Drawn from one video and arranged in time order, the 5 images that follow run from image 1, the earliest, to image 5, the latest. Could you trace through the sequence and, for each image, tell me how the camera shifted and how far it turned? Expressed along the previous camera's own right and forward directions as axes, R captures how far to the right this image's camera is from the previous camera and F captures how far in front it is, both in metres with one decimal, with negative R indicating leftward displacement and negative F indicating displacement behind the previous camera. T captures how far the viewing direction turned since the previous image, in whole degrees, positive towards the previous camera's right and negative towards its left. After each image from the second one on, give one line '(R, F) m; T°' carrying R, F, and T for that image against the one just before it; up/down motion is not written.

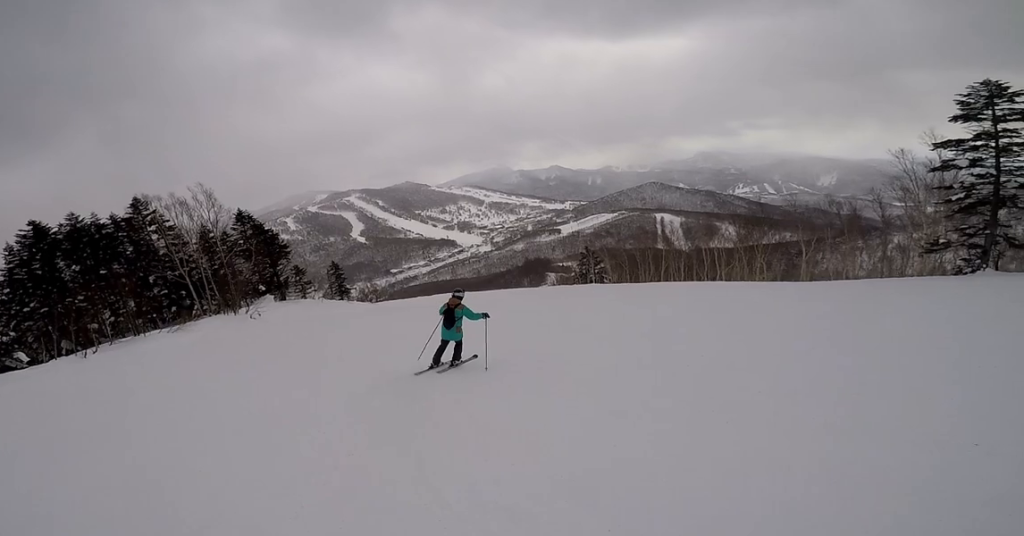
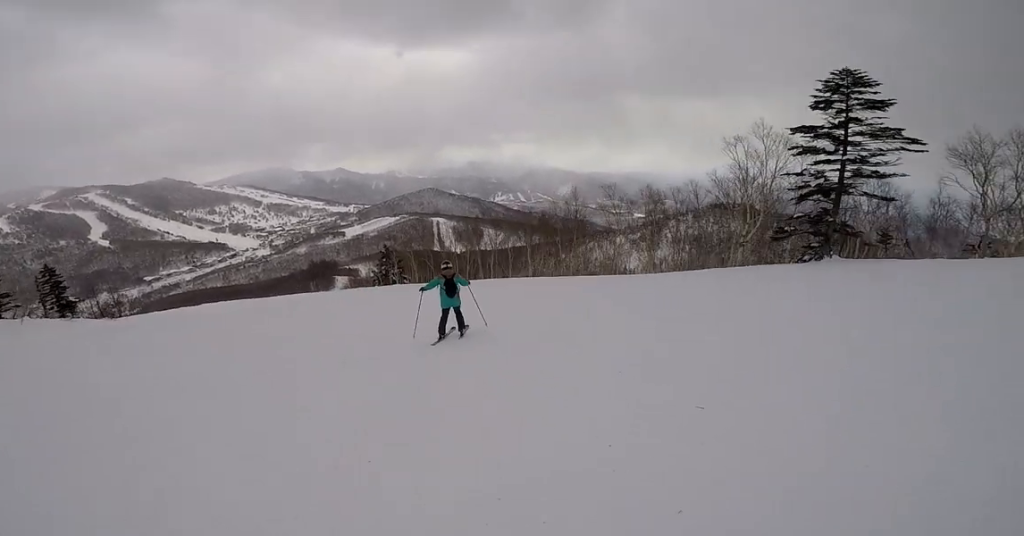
(+1.9, +7.6) m; +25°
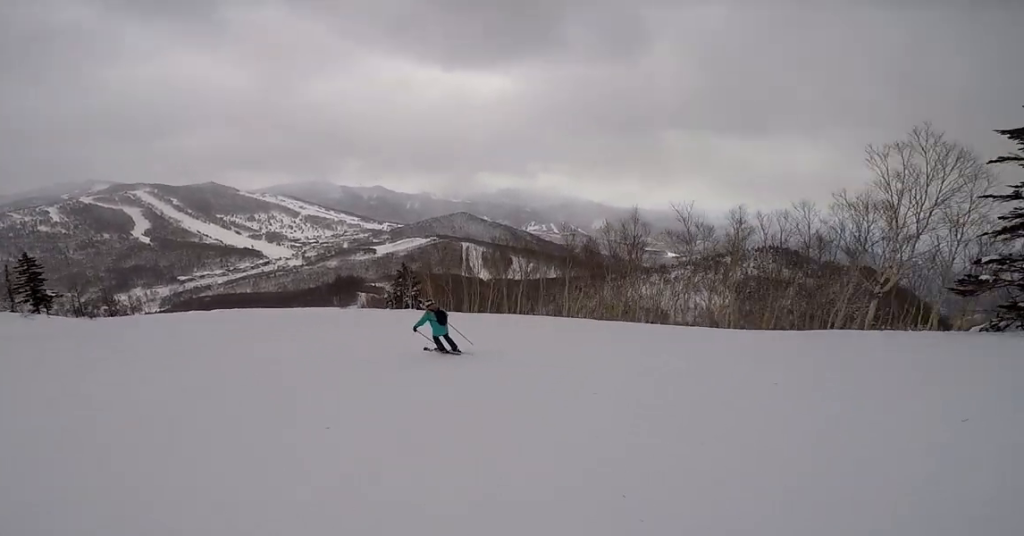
(+0.9, +6.8) m; -4°
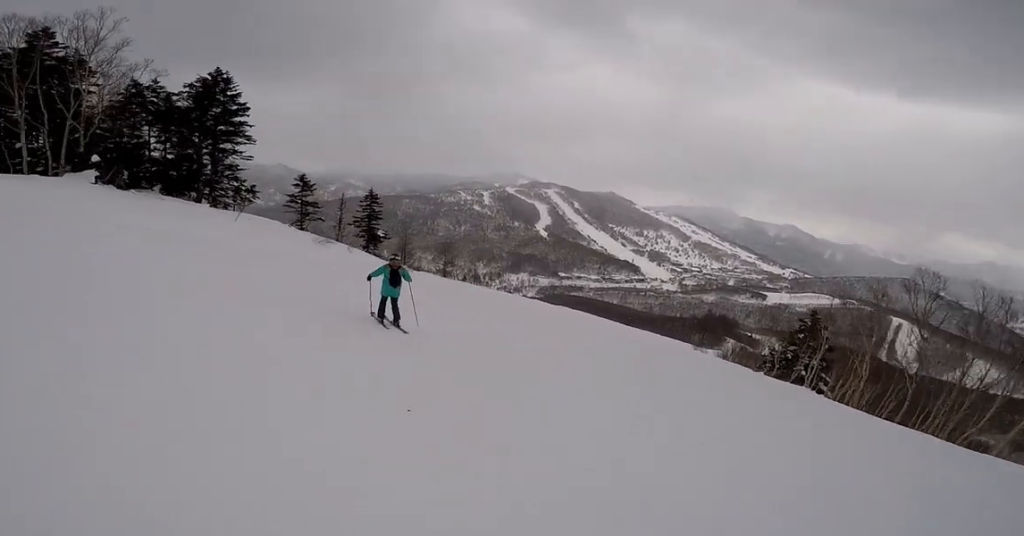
(-5.6, +11.8) m; -54°
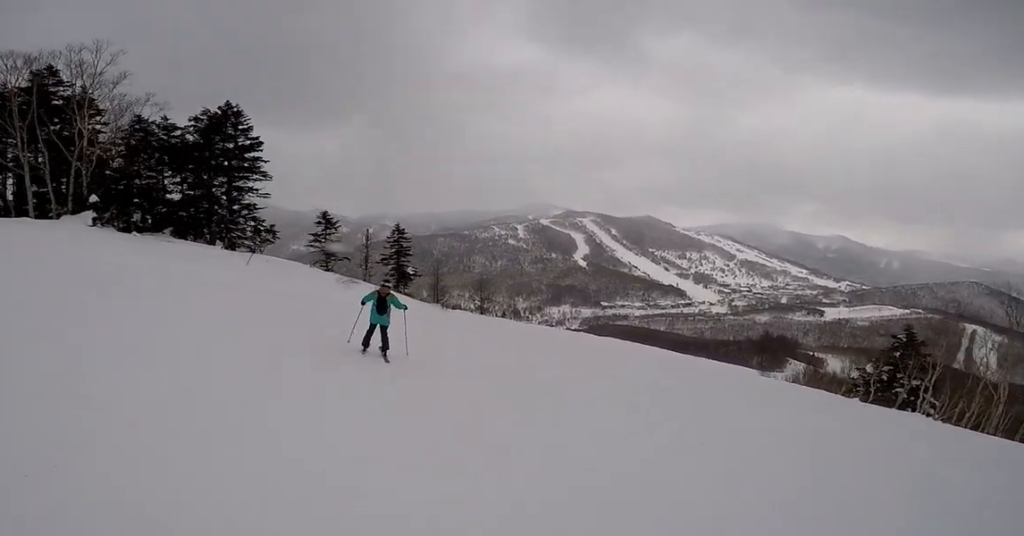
(-0.6, +2.8) m; -10°
